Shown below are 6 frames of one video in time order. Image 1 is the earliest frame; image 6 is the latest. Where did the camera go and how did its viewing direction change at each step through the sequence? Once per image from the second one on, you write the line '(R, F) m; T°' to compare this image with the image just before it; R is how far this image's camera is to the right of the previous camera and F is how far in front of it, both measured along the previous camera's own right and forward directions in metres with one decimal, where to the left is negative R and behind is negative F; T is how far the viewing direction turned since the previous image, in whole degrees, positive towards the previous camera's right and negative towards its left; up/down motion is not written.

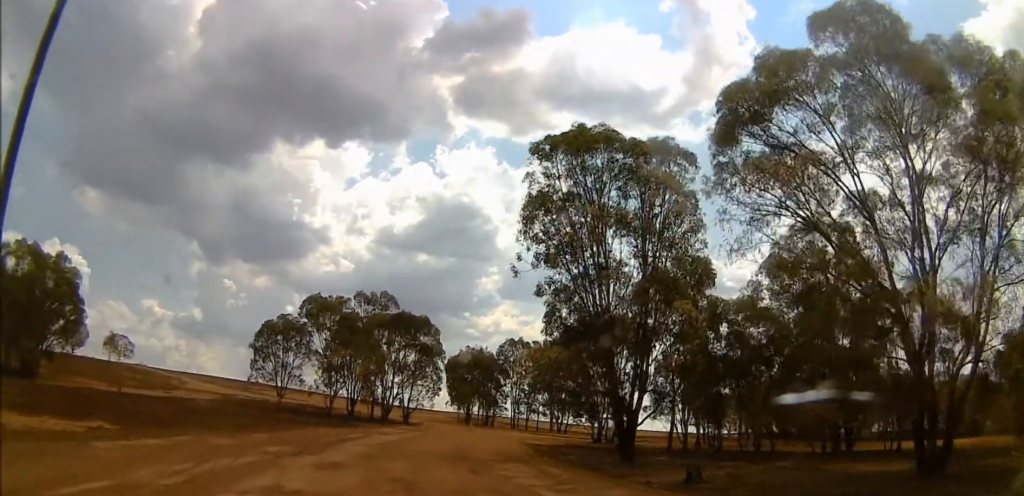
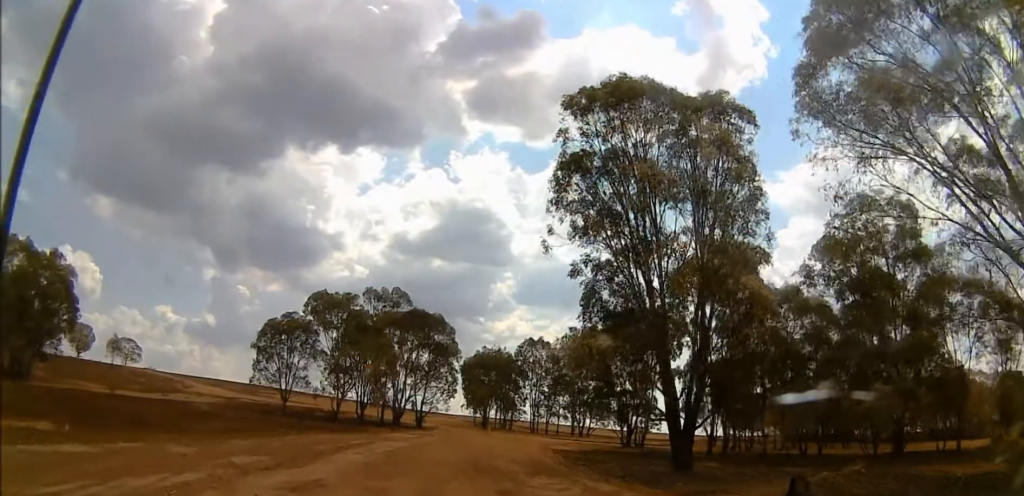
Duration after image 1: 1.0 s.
(+0.6, +5.9) m; +6°
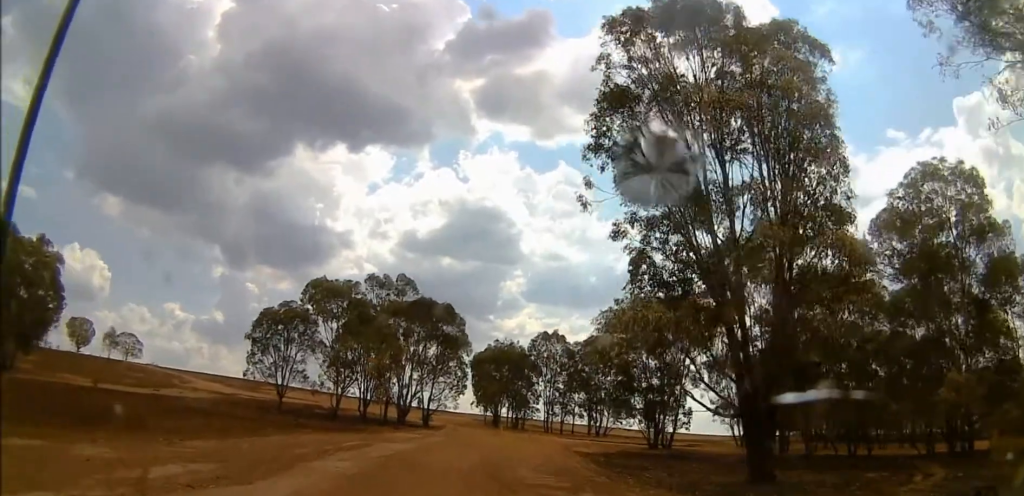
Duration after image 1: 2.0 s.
(0.0, +6.1) m; -6°
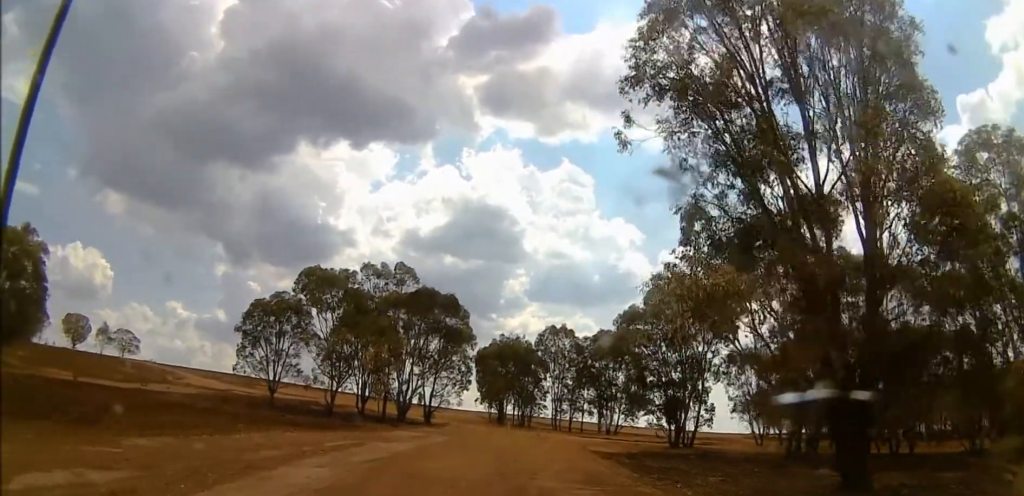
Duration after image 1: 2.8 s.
(-0.5, +4.8) m; -6°
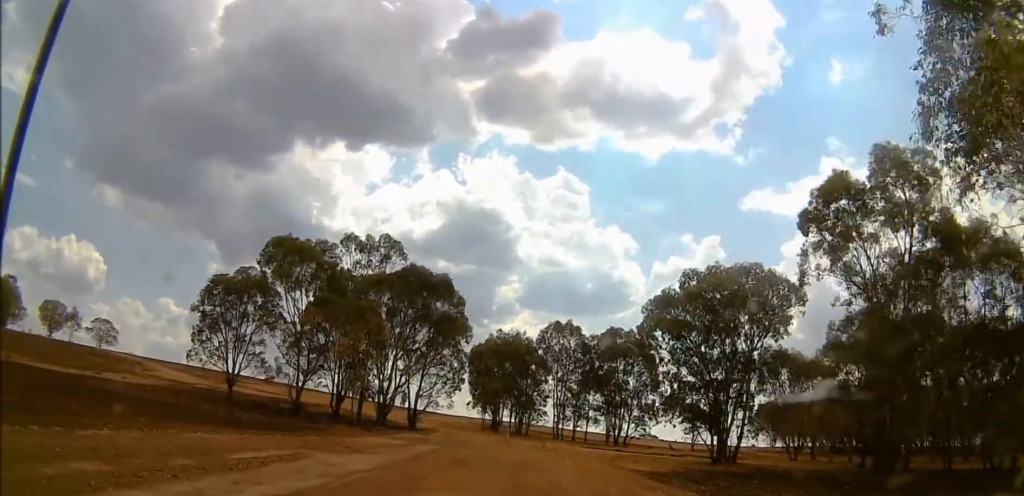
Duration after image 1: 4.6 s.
(-0.3, +10.8) m; +7°
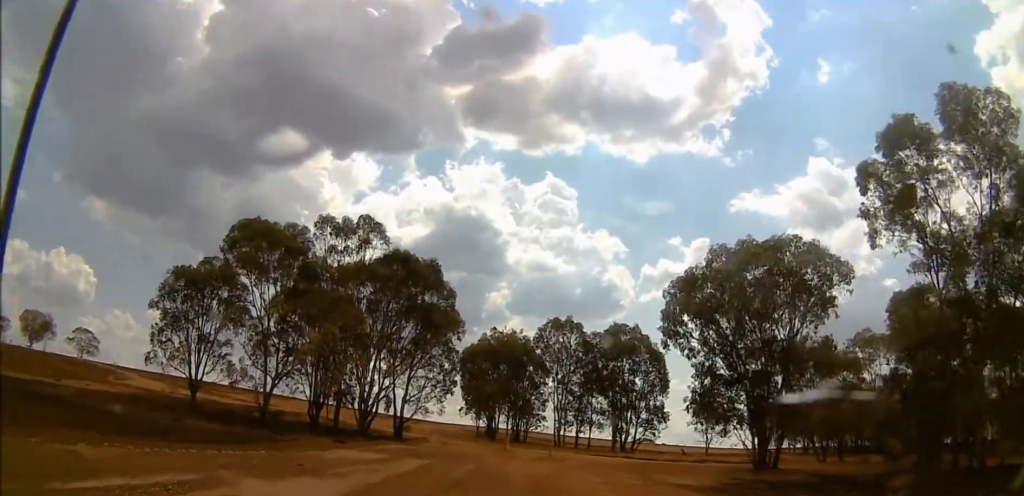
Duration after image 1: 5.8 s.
(+1.3, +6.9) m; +6°
